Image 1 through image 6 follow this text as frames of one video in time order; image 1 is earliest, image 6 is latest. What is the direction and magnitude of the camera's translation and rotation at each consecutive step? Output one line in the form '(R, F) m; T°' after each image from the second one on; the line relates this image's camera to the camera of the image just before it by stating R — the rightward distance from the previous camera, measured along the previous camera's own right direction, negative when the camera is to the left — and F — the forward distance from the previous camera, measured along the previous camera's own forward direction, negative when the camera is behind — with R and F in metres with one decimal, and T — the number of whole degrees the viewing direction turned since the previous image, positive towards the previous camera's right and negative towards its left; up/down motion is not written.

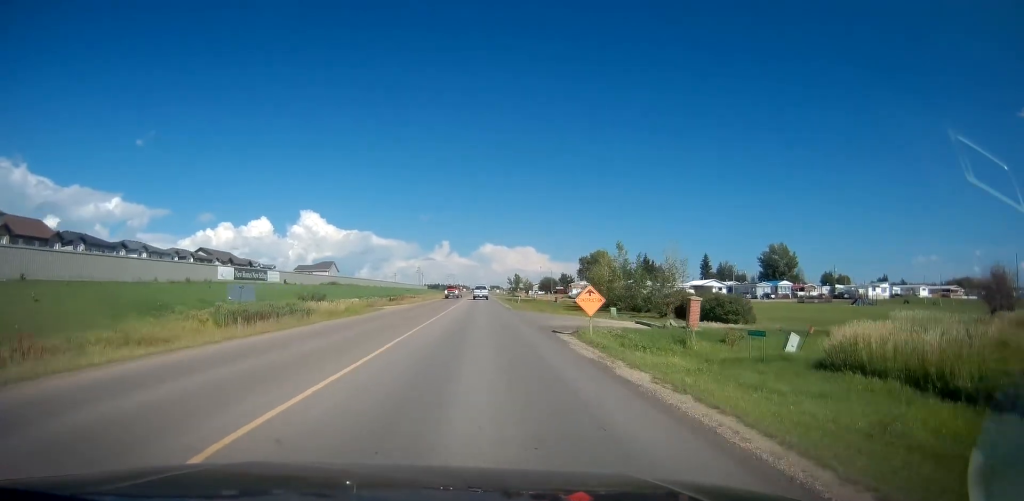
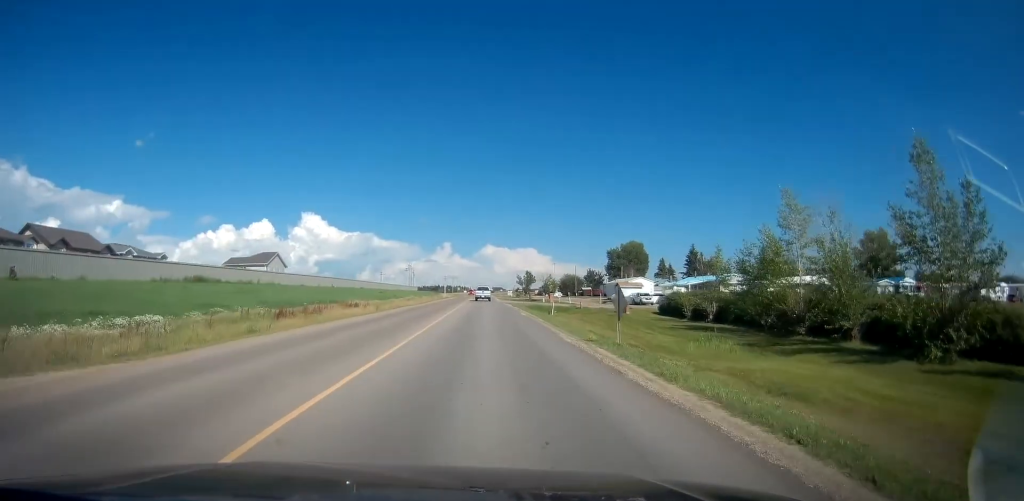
(0.0, +50.2) m; 0°
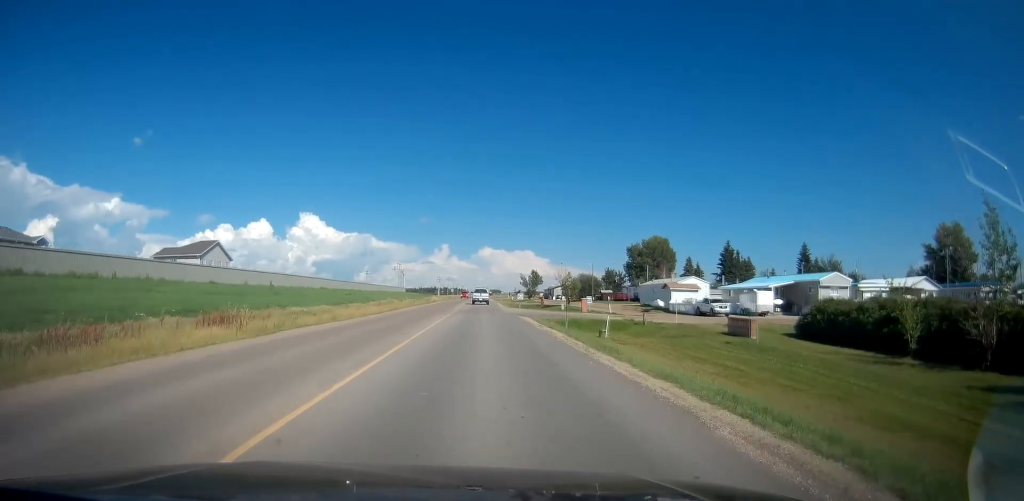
(0.0, +28.3) m; 0°
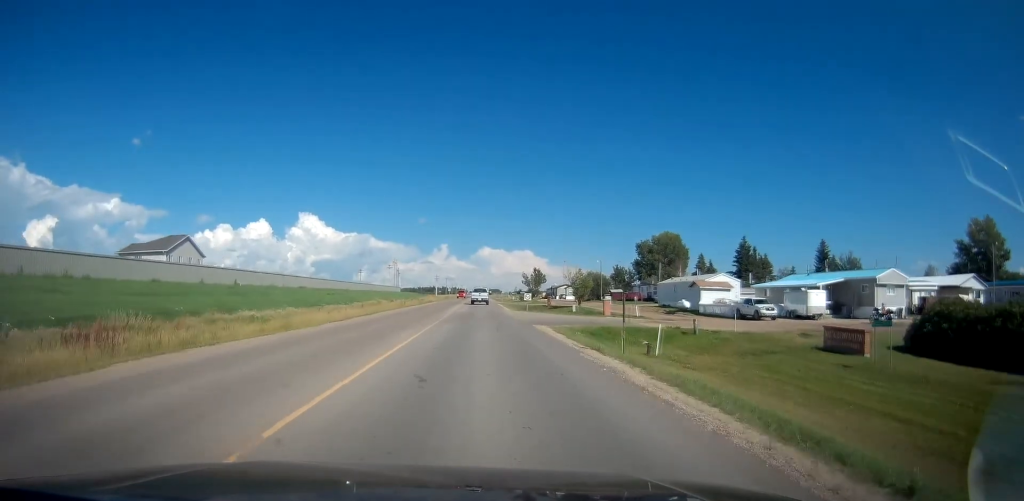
(0.0, +10.4) m; 0°
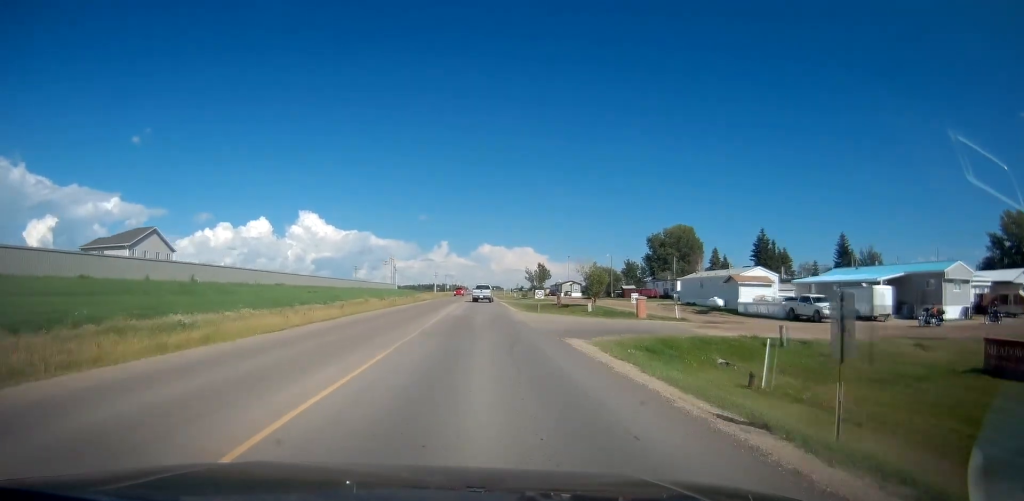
(0.0, +9.9) m; 0°
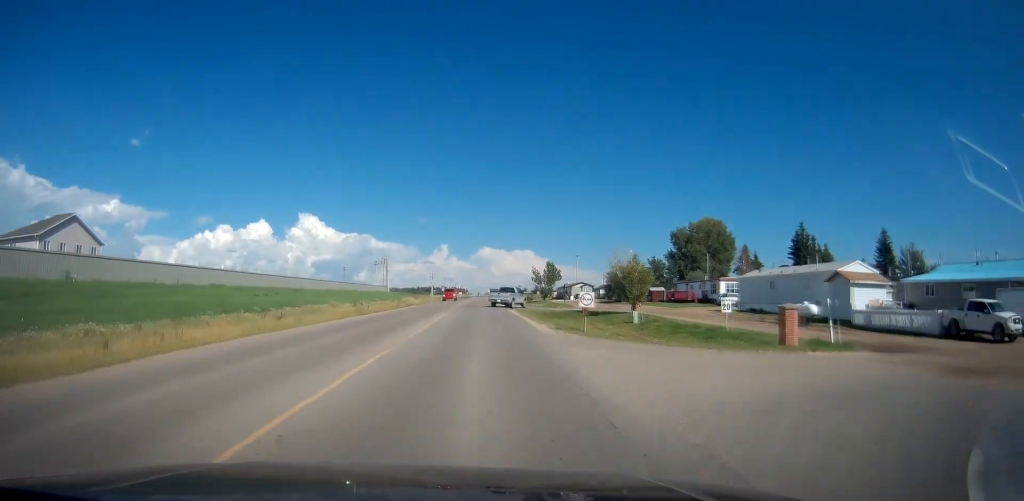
(0.0, +18.6) m; 0°
